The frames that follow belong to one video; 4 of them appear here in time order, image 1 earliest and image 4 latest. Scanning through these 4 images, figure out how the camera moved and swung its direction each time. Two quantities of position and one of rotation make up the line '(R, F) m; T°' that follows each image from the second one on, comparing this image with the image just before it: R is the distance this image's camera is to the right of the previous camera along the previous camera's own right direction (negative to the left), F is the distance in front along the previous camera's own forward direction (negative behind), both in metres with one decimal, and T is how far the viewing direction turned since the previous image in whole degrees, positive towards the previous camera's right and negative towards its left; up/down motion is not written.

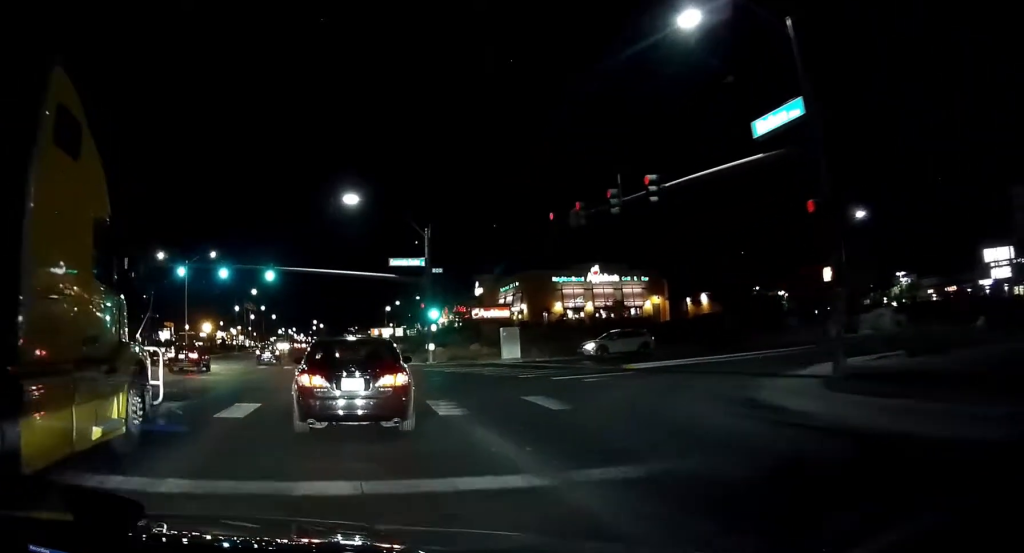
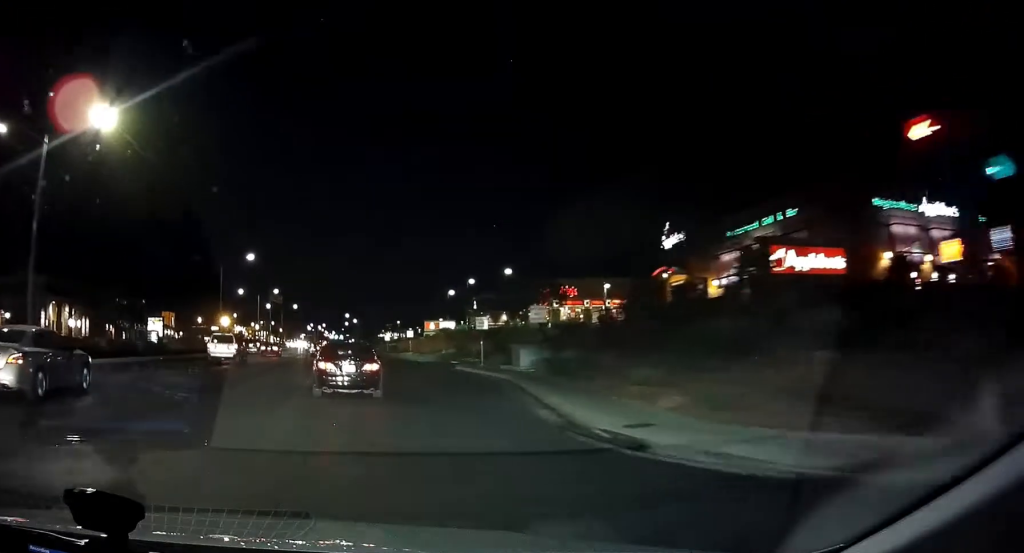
(-2.0, +42.5) m; -5°
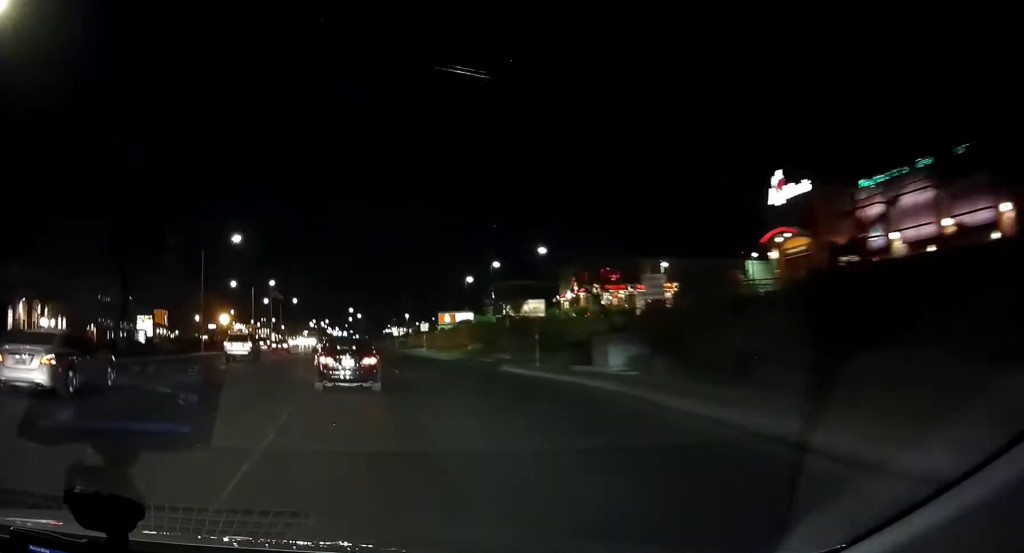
(0.0, +11.8) m; 0°
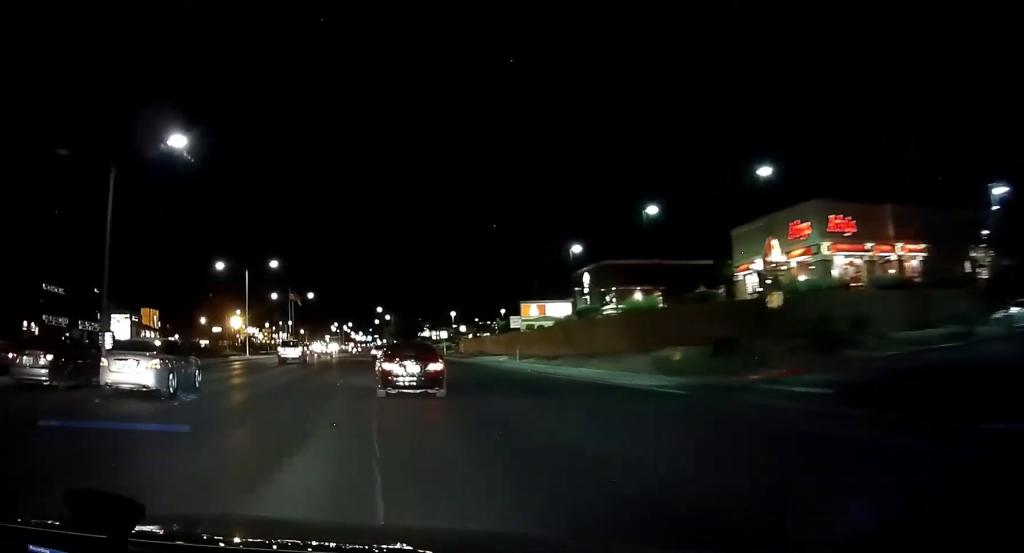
(0.0, +31.8) m; 0°
